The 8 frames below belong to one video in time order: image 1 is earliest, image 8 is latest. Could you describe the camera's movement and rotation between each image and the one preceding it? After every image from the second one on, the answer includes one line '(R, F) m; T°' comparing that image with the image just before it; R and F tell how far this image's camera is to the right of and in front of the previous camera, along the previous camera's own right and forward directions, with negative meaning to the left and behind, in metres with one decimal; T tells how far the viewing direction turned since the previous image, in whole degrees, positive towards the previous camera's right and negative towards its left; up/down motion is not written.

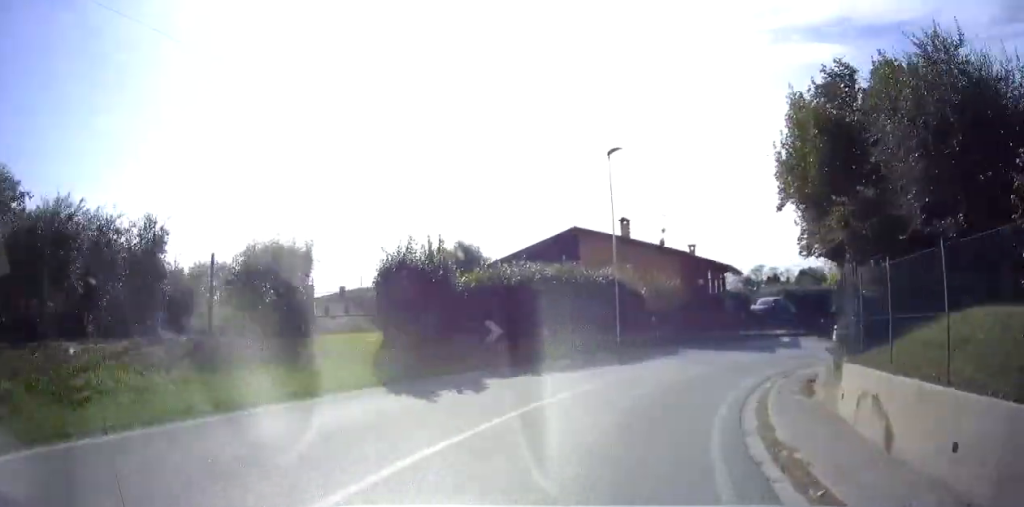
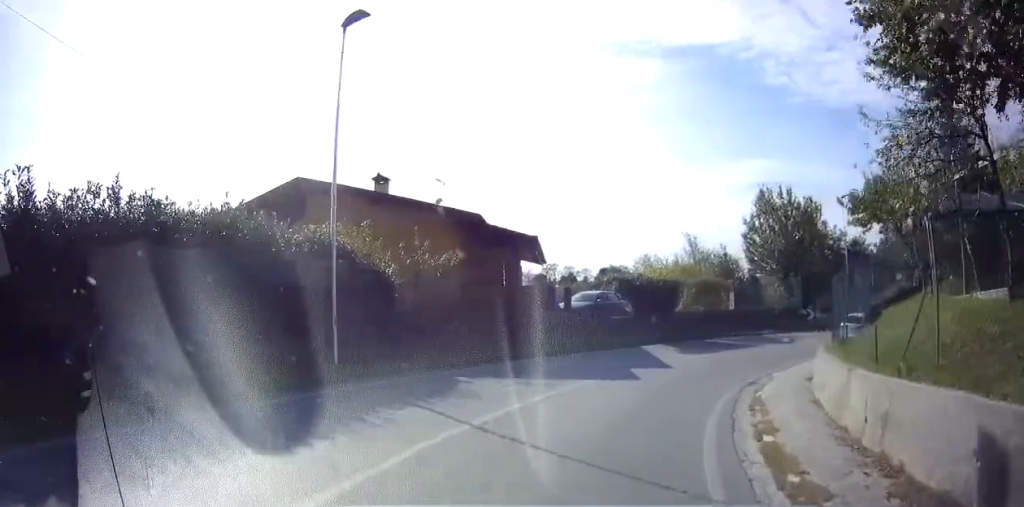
(+3.2, +10.5) m; +40°
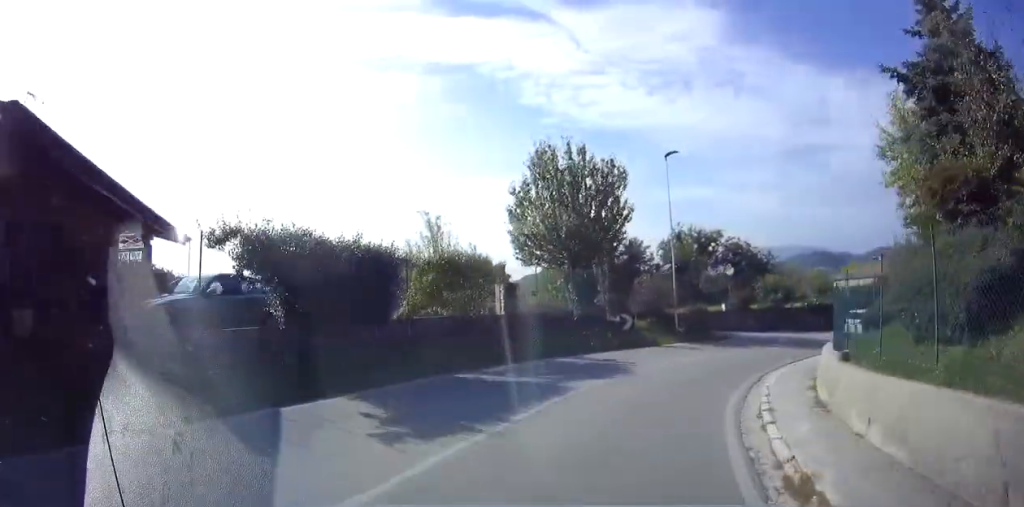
(+4.1, +12.5) m; +30°
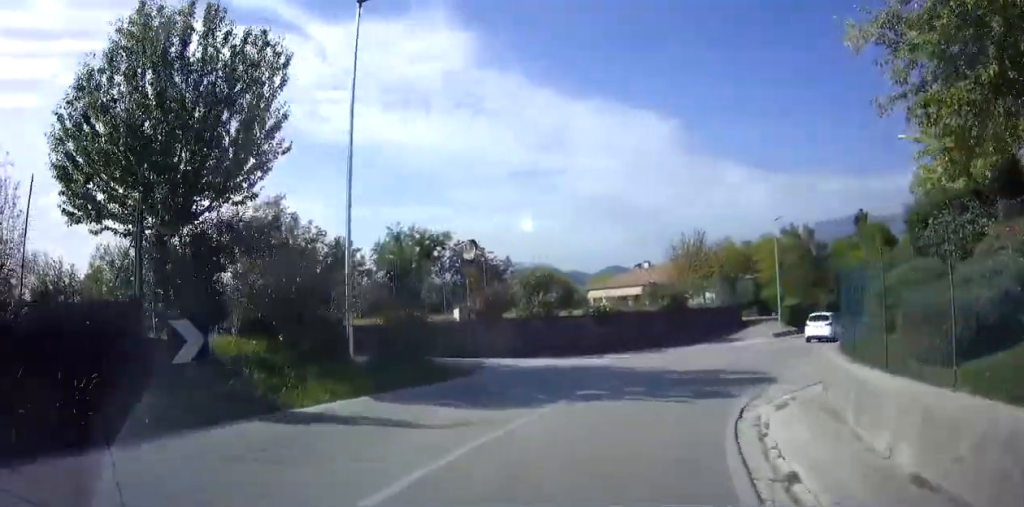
(+4.2, +10.8) m; +42°
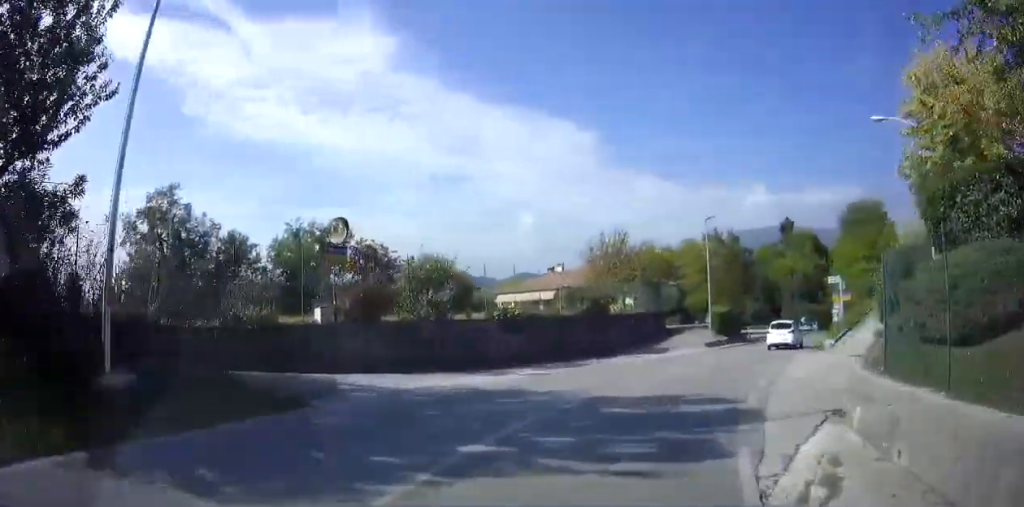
(+0.6, +4.0) m; +8°
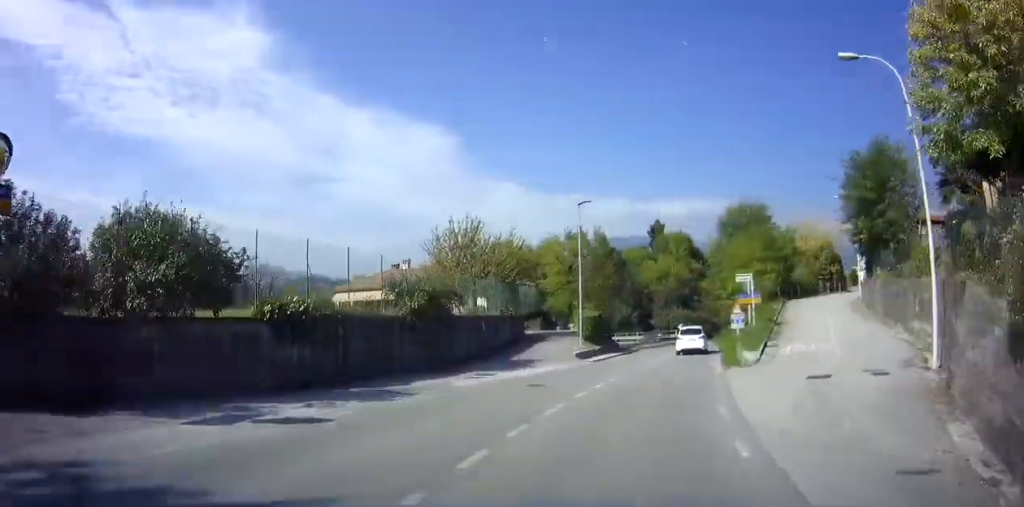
(0.0, +6.5) m; 0°
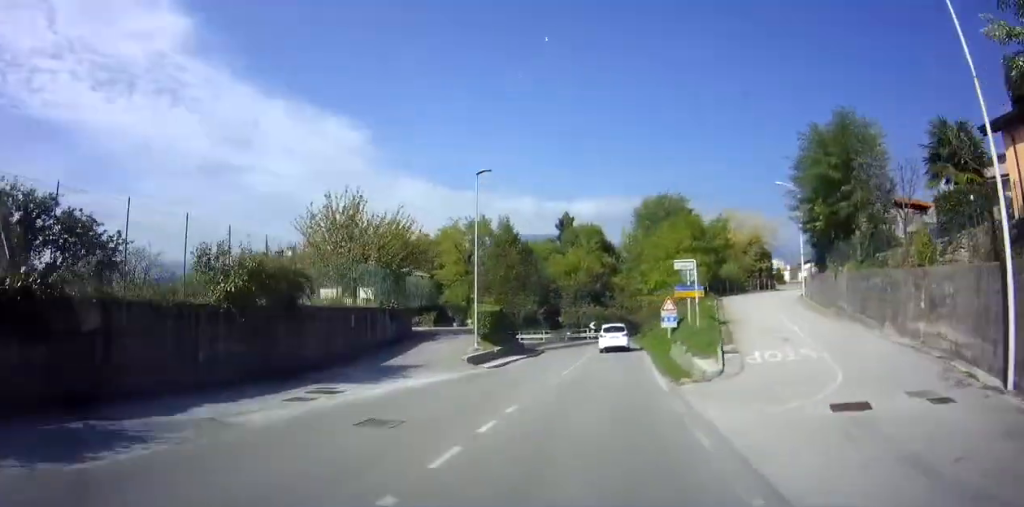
(0.0, +5.2) m; 0°
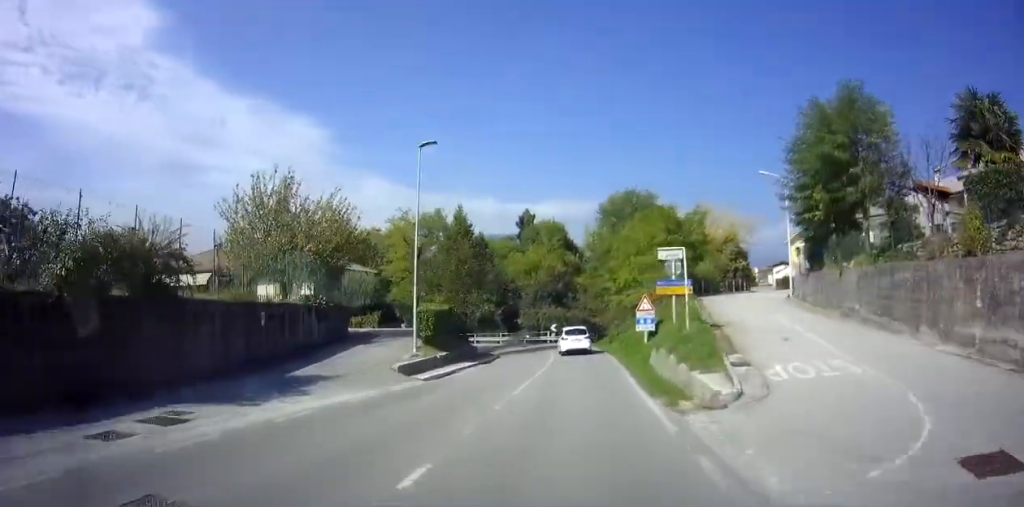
(0.0, +4.0) m; 0°
